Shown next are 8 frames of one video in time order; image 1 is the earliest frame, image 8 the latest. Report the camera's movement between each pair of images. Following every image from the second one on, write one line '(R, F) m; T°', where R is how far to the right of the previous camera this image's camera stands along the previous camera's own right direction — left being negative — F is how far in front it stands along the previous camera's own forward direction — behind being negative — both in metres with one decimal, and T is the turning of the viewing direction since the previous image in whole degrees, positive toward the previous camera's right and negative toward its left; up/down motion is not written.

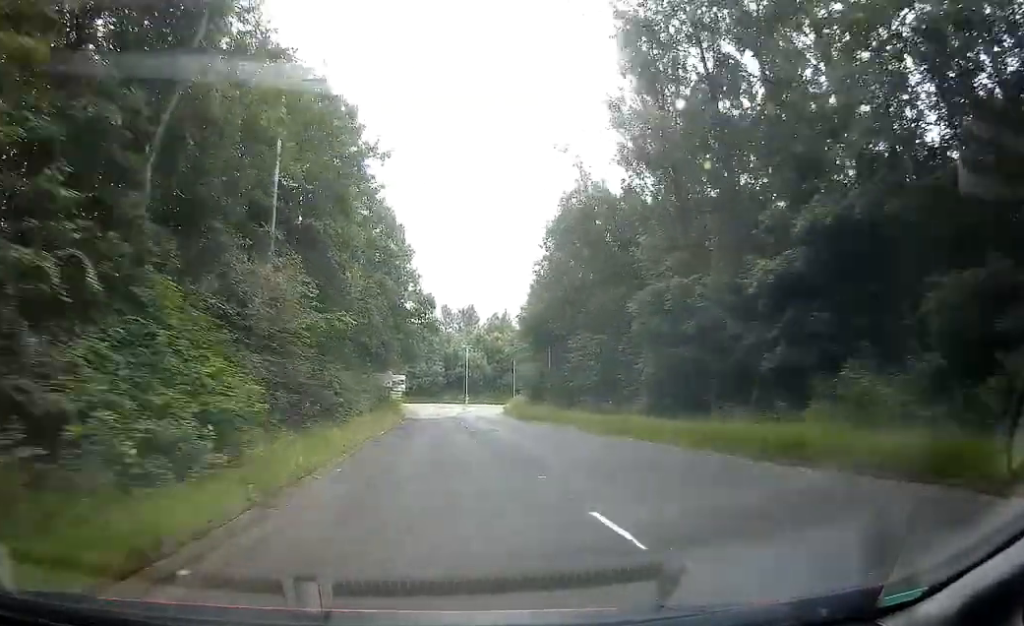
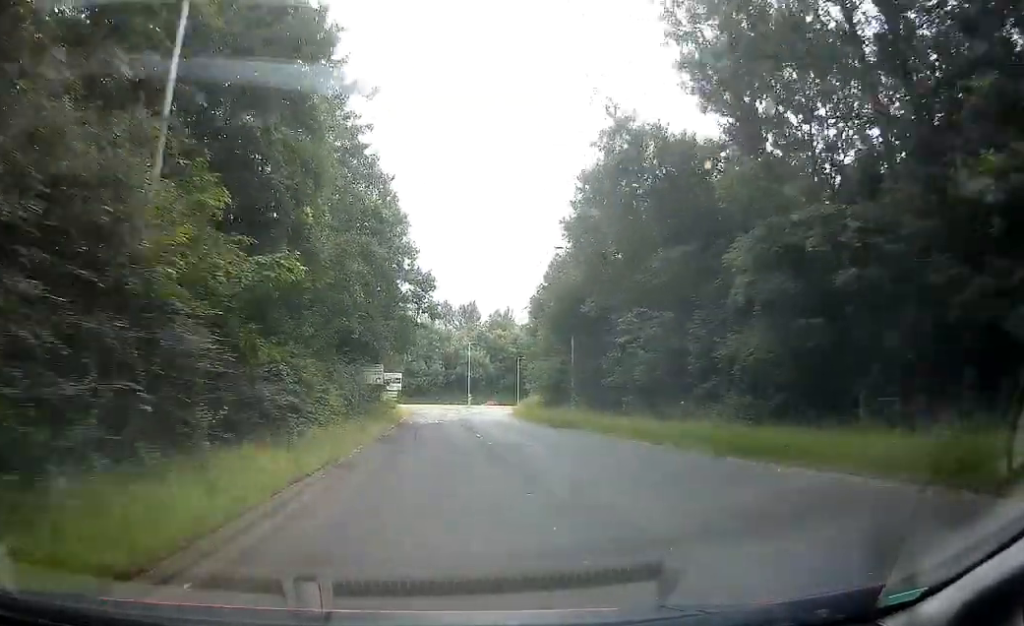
(-0.1, +8.0) m; 0°
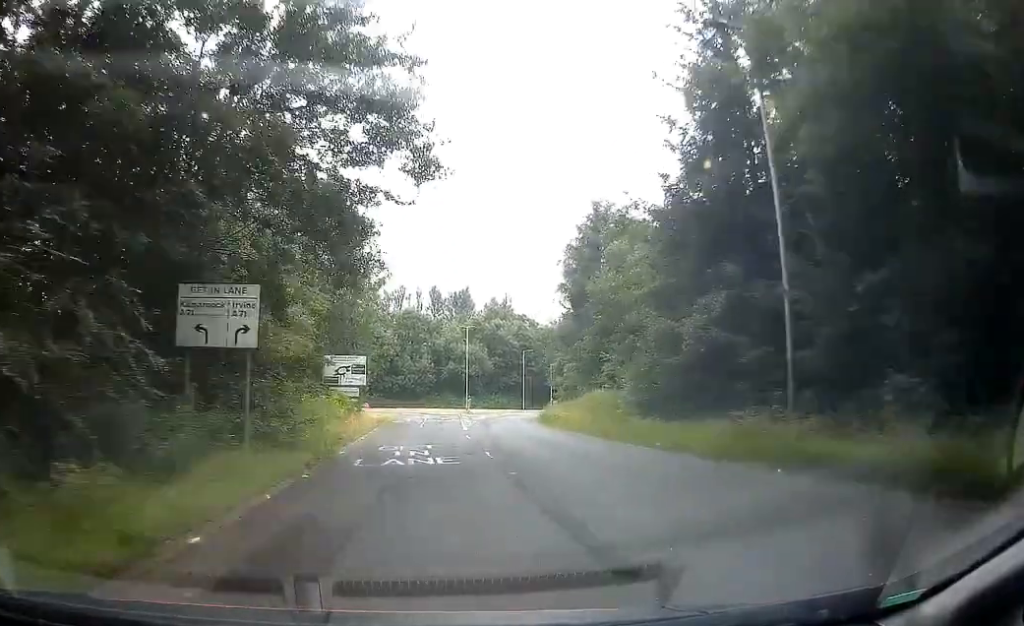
(-0.1, +27.3) m; 0°
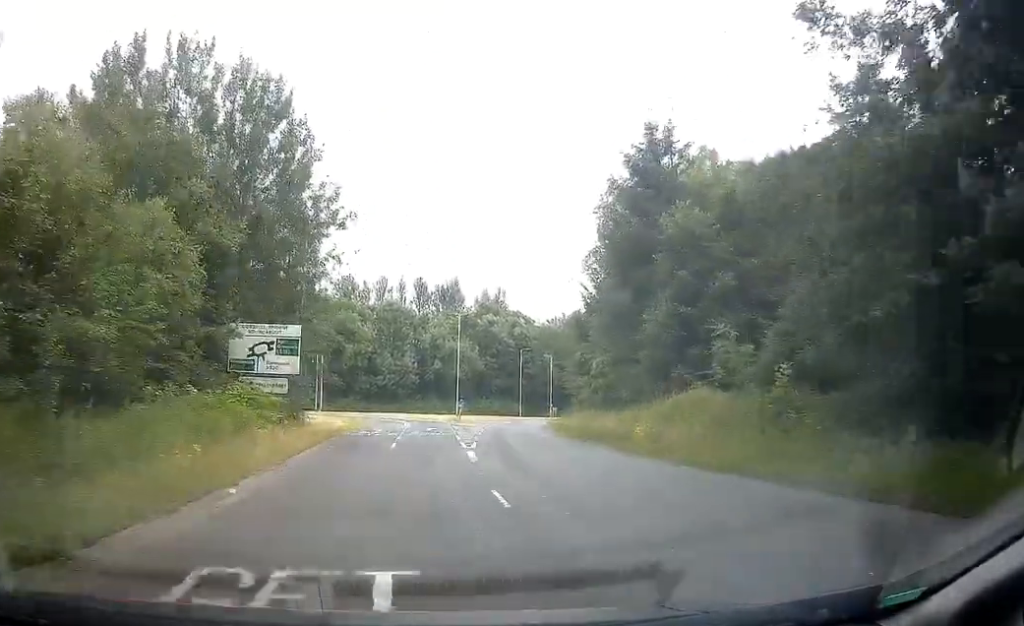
(0.0, +16.2) m; 0°
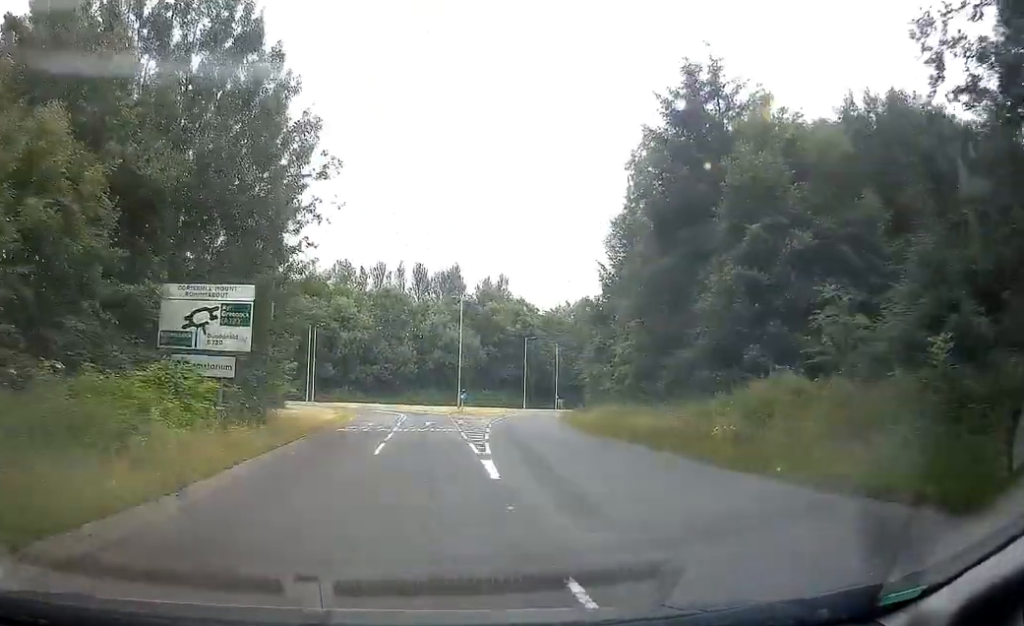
(0.0, +6.4) m; 0°
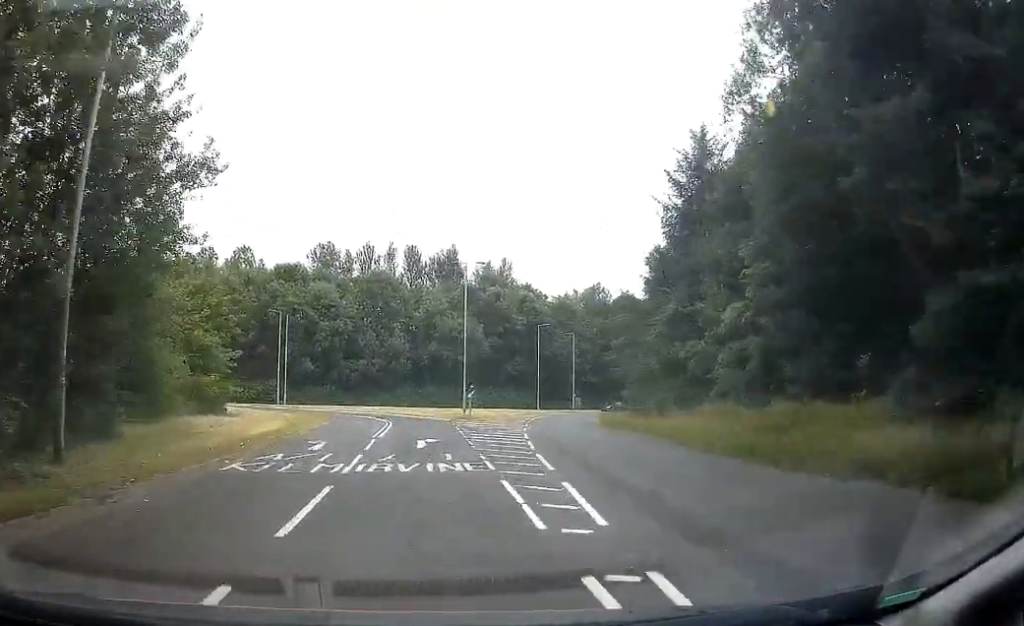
(+0.2, +16.4) m; +1°
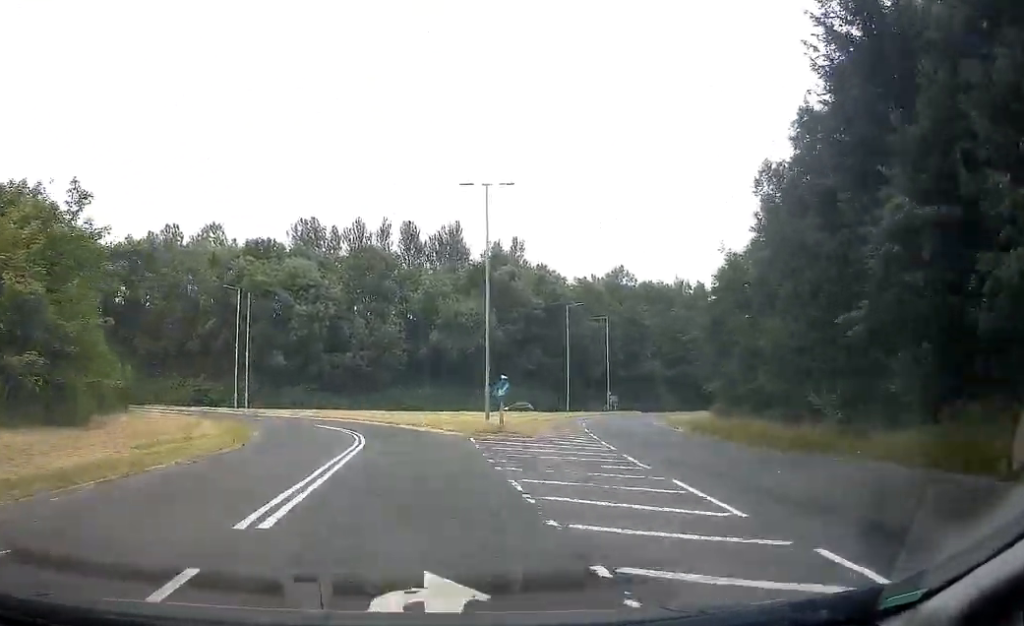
(0.0, +18.0) m; -1°
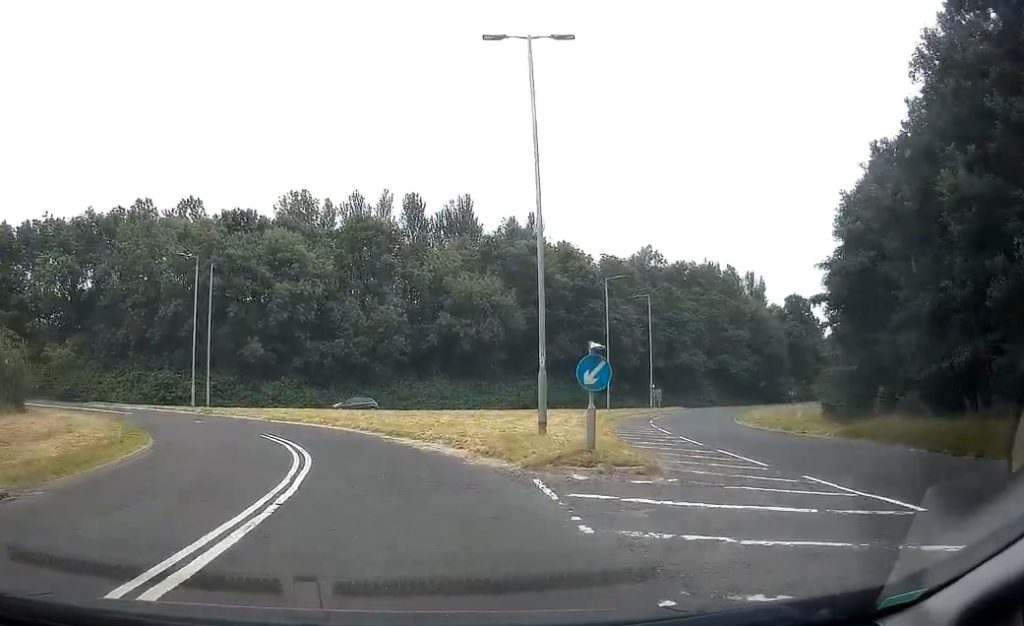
(-0.2, +13.7) m; -1°
